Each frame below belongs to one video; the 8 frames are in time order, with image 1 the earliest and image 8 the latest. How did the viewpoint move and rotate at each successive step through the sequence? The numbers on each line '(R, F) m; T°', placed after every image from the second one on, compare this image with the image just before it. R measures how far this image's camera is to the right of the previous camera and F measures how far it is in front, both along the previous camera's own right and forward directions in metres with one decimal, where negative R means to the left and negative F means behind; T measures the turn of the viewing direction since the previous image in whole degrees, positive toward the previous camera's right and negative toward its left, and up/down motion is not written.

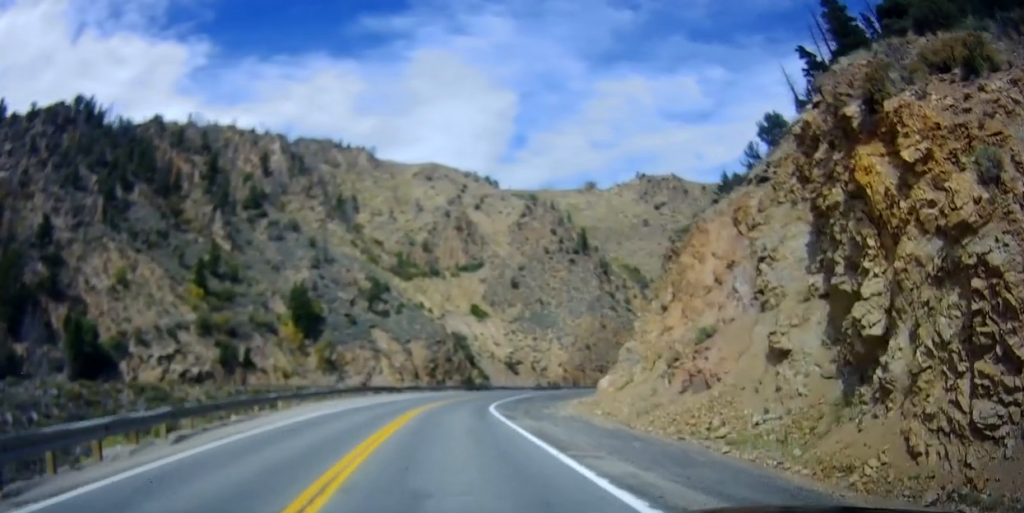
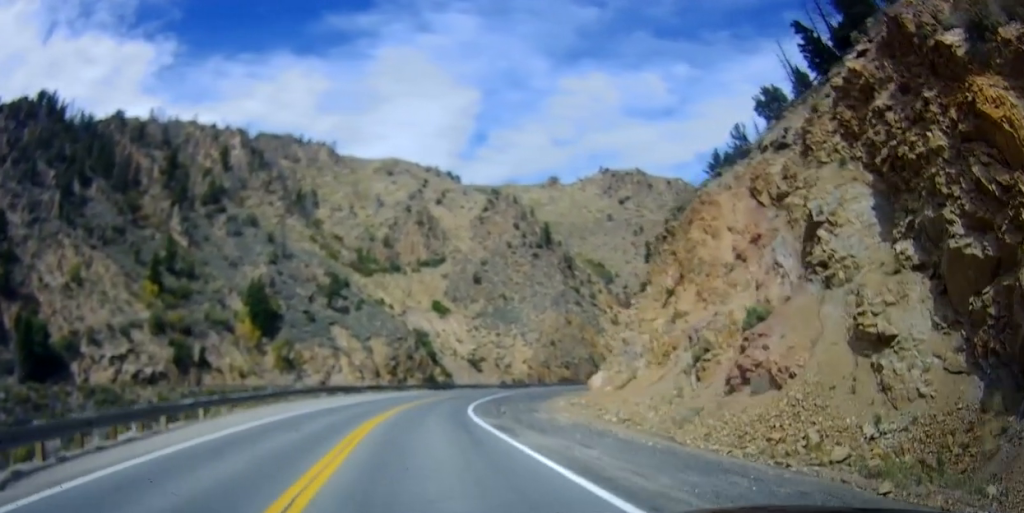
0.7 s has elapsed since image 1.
(-0.2, +5.5) m; -1°
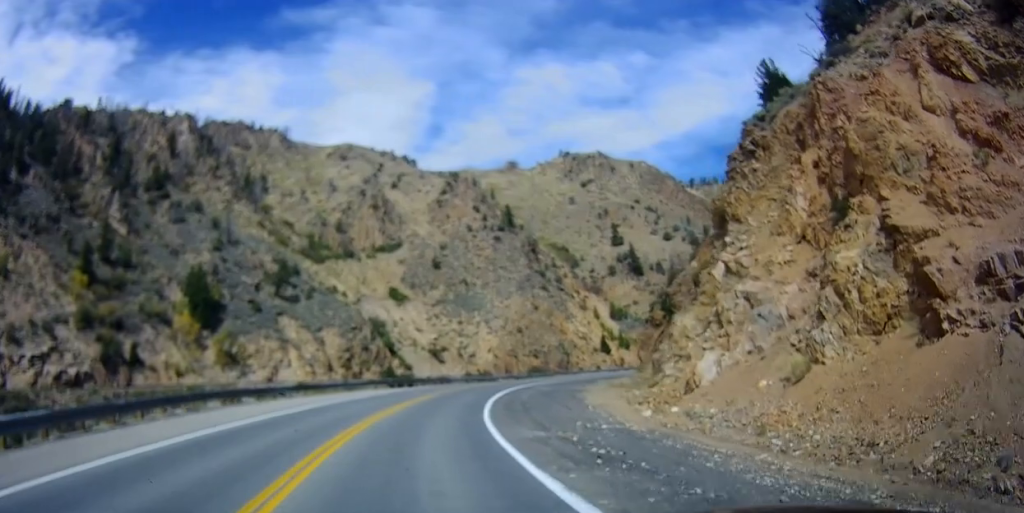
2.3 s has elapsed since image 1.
(+0.5, +14.7) m; +2°
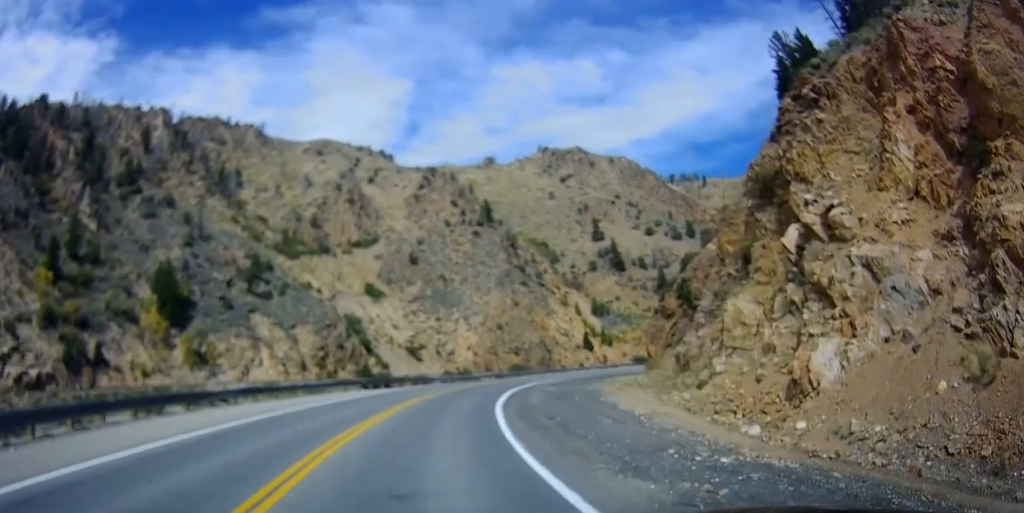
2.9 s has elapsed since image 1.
(-0.2, +6.3) m; +2°
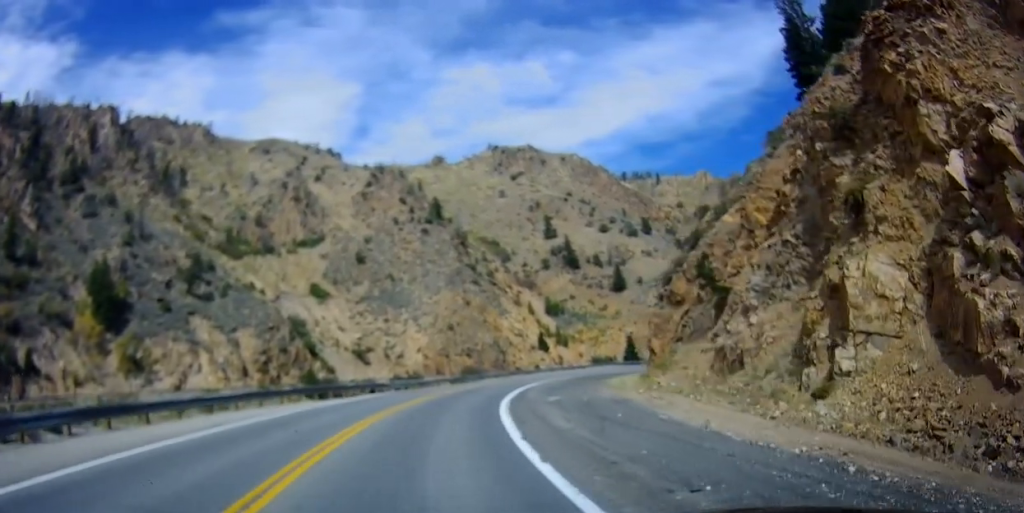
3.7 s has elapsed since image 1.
(+0.1, +9.0) m; +4°
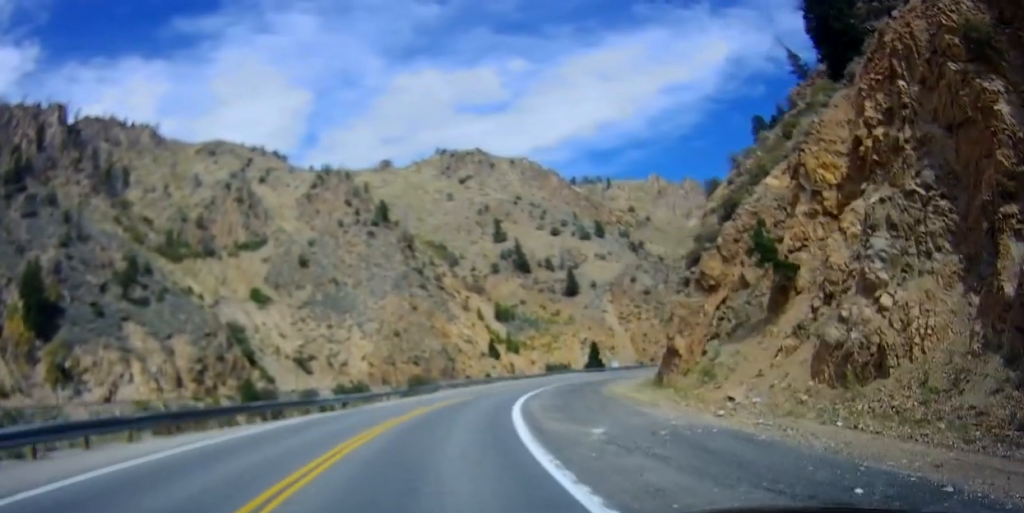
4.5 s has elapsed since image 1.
(+0.7, +9.9) m; +6°
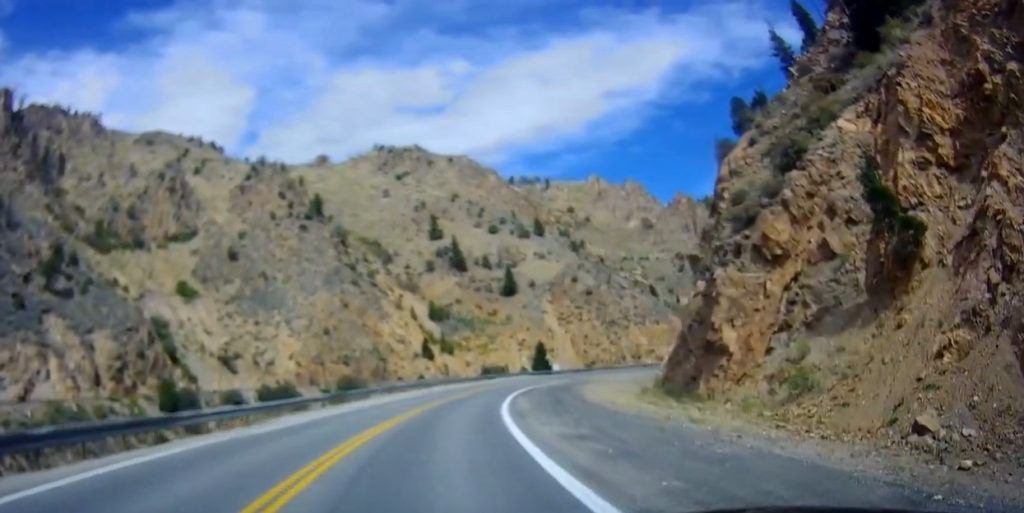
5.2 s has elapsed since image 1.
(+0.2, +10.7) m; +4°
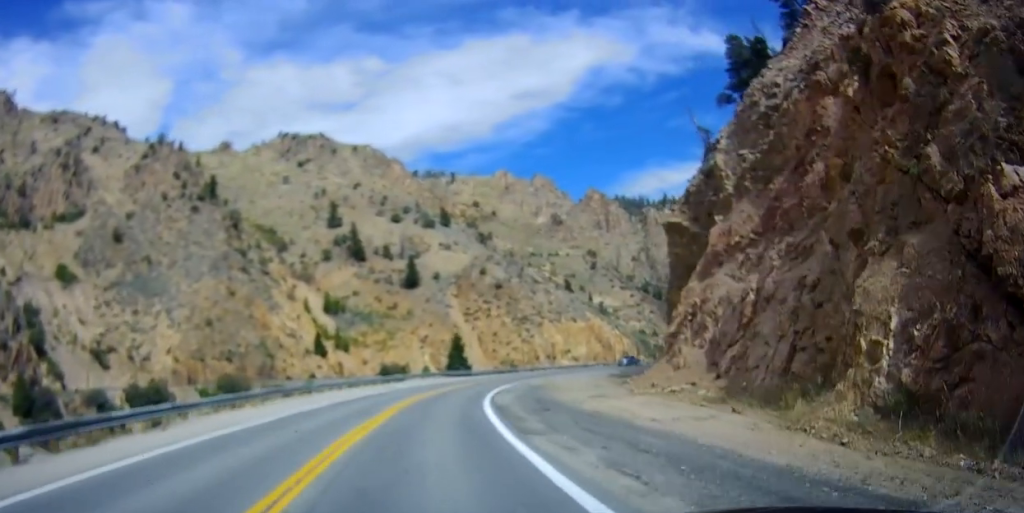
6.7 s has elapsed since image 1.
(+2.5, +23.3) m; +12°
